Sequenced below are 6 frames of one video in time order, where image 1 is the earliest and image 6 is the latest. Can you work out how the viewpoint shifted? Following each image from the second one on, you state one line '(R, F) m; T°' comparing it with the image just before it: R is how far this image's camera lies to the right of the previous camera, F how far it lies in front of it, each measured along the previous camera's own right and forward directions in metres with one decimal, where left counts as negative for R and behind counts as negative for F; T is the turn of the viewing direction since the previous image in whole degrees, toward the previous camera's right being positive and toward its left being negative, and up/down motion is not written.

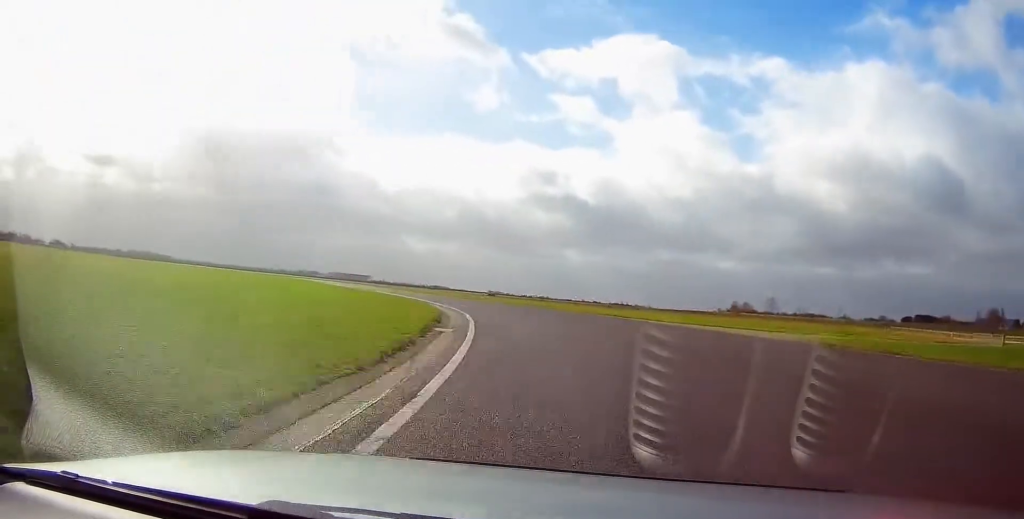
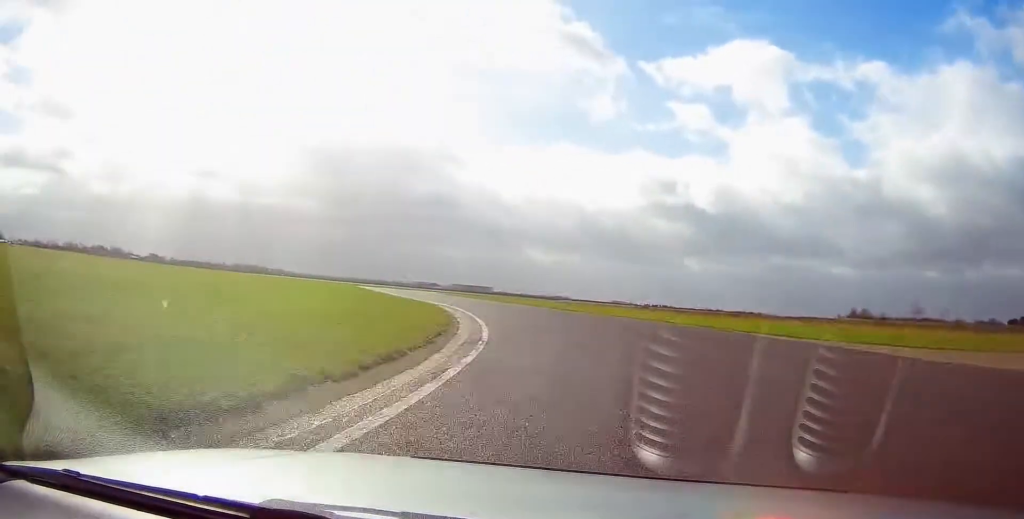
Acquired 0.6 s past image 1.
(-2.8, +19.0) m; -9°
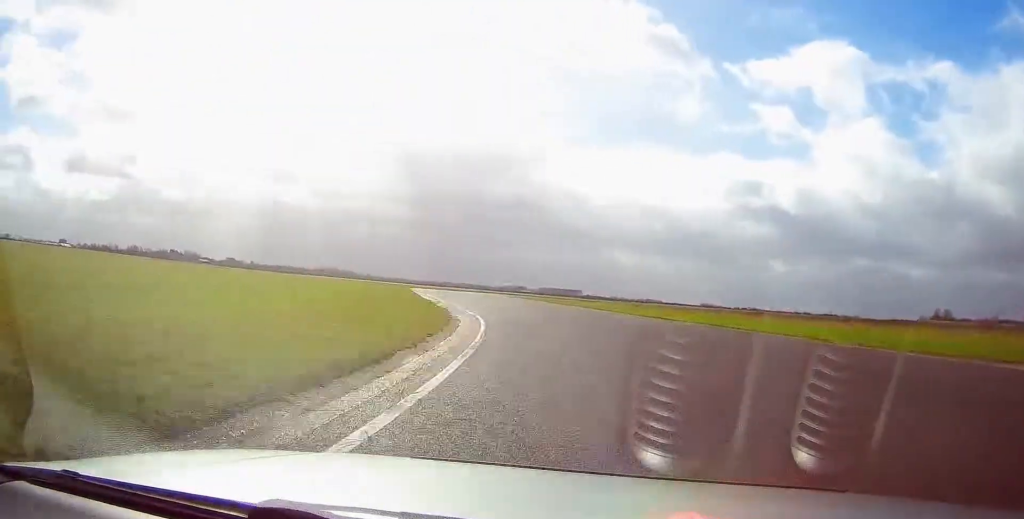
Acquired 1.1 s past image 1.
(-0.1, +15.9) m; 0°
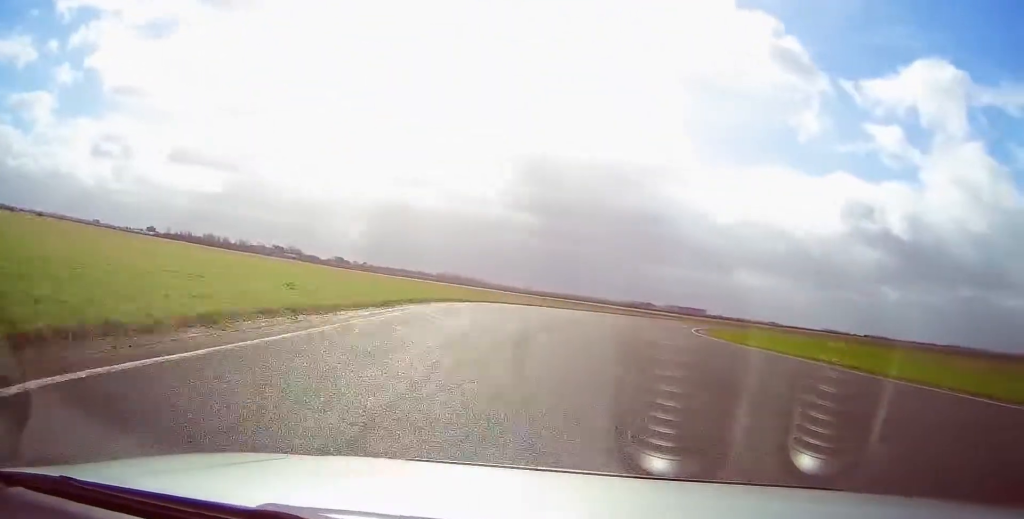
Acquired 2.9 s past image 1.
(-2.4, +65.1) m; -5°
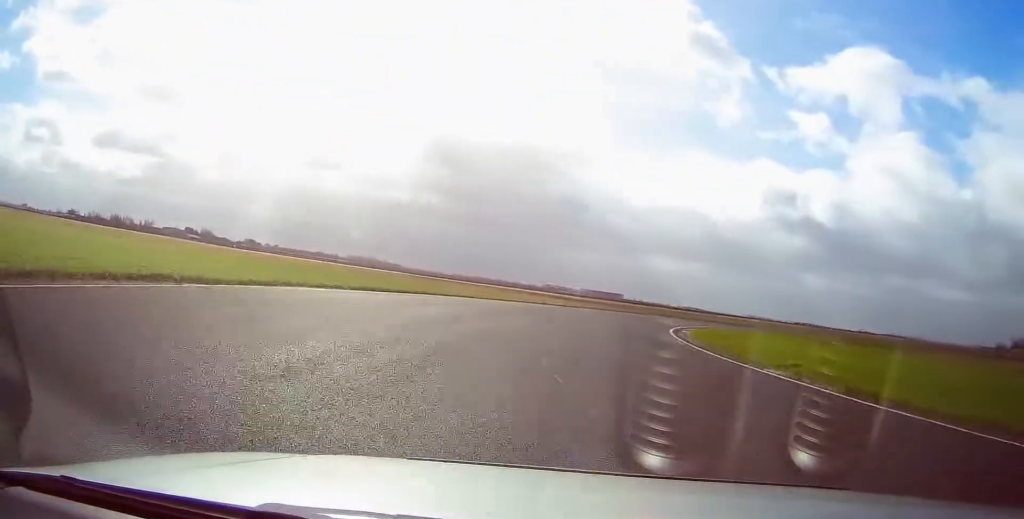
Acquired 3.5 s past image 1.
(-2.2, +24.5) m; +1°
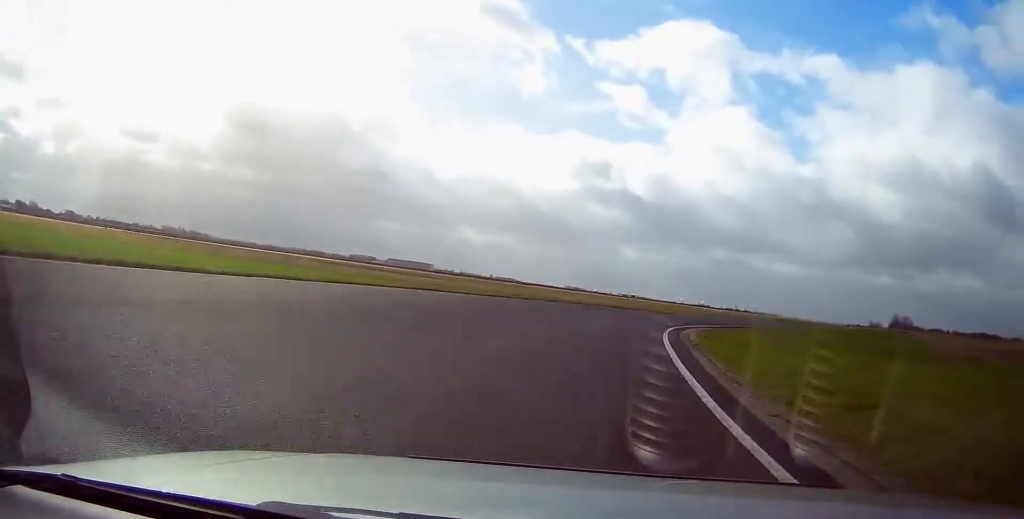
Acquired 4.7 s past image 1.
(+6.0, +45.4) m; +16°
